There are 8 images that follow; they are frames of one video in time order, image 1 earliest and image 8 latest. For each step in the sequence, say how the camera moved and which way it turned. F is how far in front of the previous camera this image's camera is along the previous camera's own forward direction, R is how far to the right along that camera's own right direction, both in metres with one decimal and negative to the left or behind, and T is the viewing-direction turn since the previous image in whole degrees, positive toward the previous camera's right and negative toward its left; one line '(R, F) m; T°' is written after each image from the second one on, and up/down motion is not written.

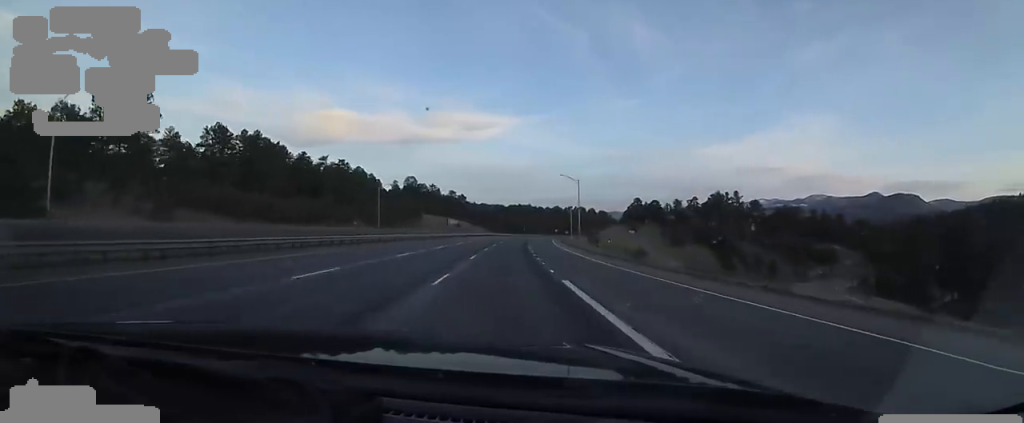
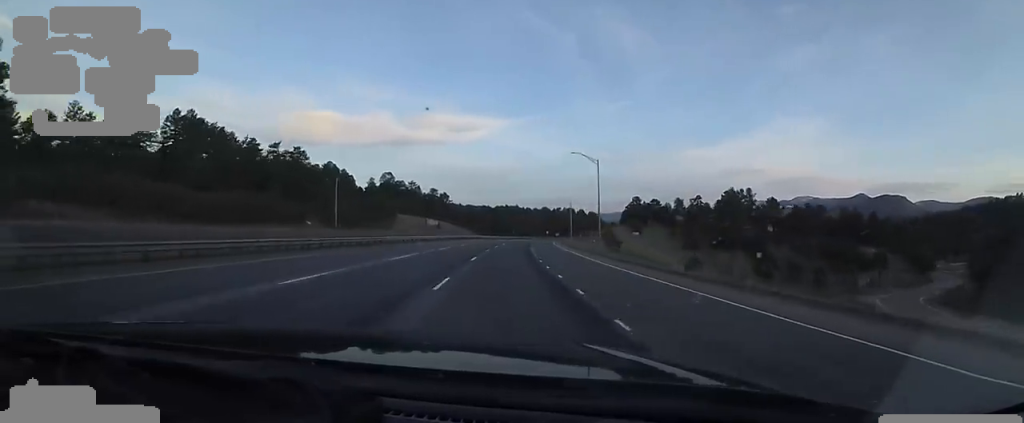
(+0.4, +24.8) m; +2°
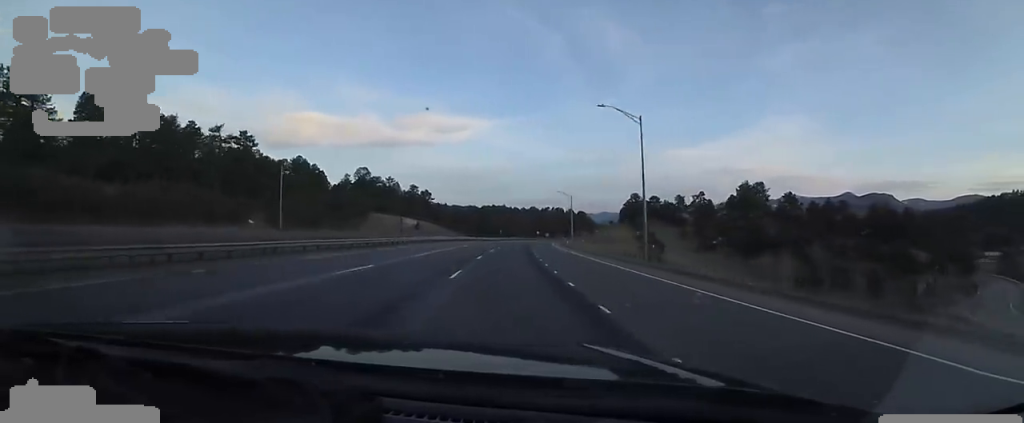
(+0.4, +21.2) m; +3°
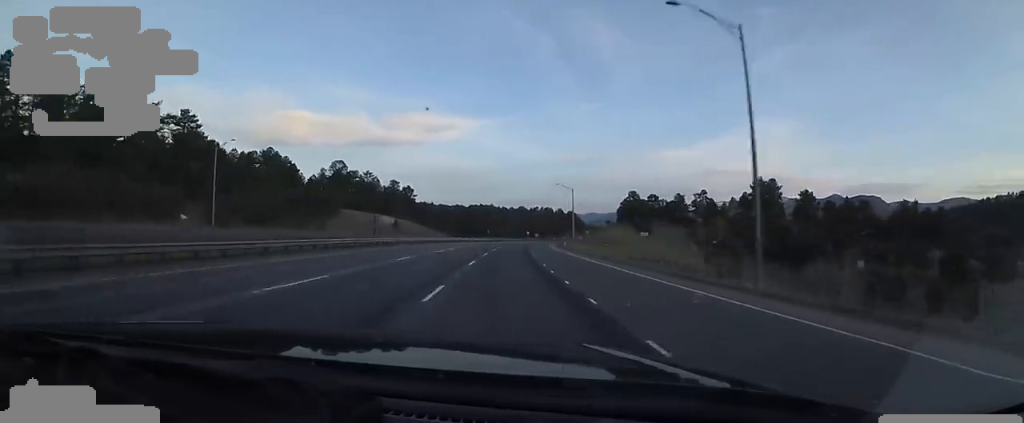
(0.0, +16.8) m; +2°
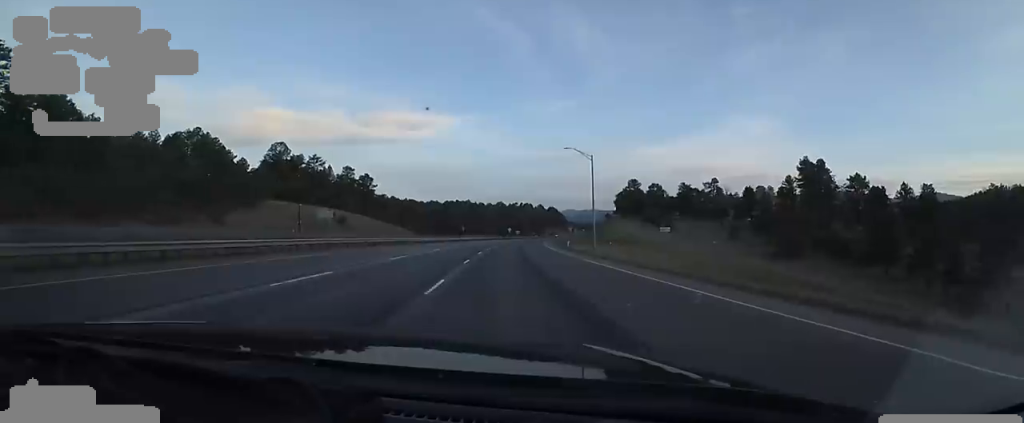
(+1.5, +34.7) m; +2°
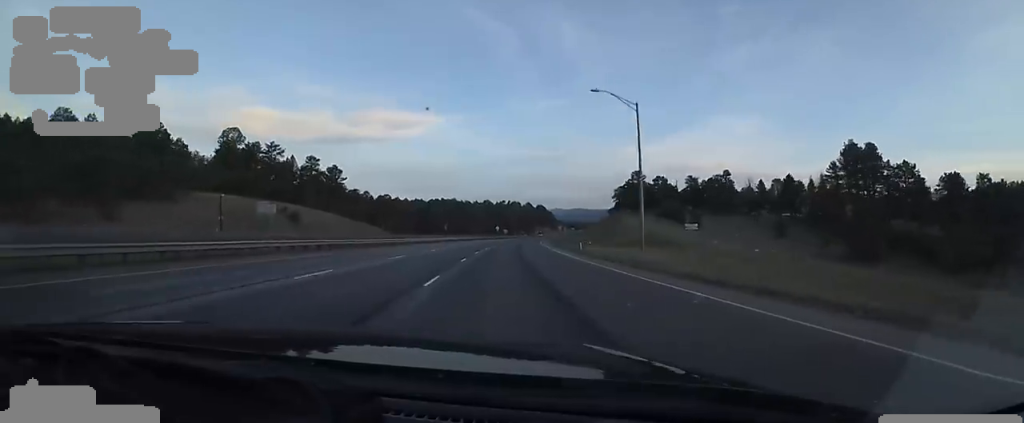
(-0.5, +23.0) m; +1°
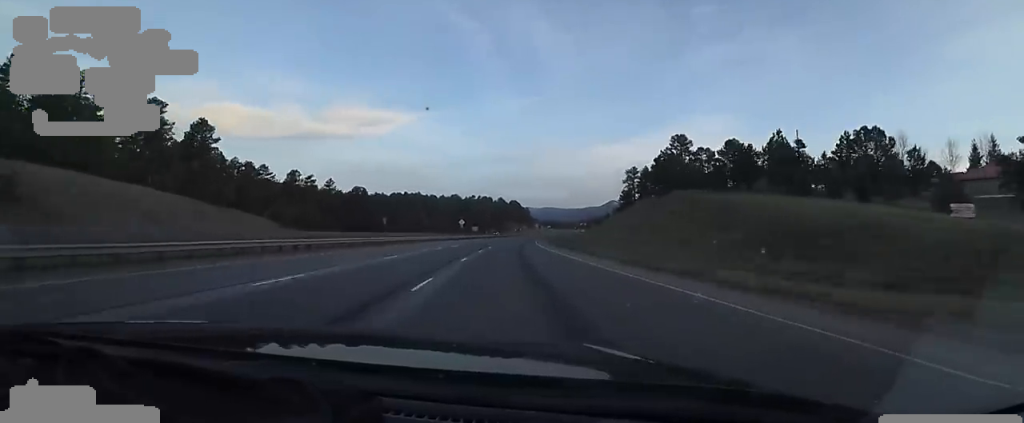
(+3.9, +63.0) m; +5°
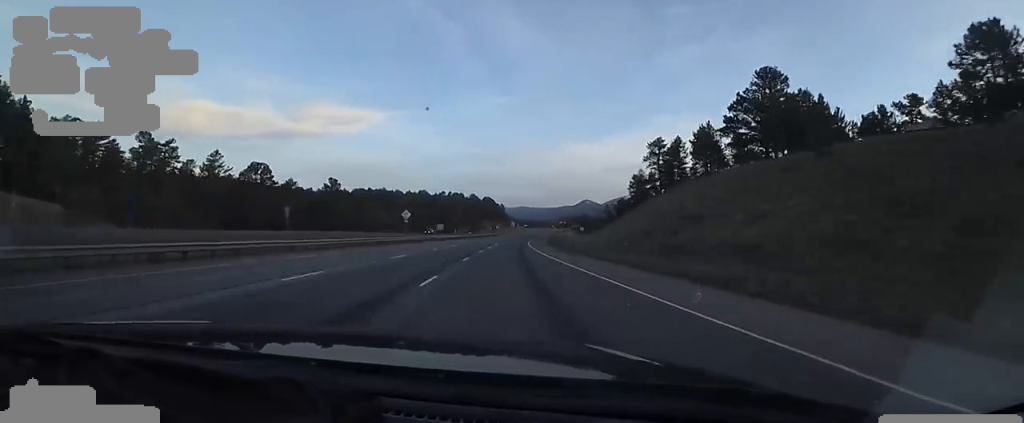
(+0.2, +47.3) m; +2°
